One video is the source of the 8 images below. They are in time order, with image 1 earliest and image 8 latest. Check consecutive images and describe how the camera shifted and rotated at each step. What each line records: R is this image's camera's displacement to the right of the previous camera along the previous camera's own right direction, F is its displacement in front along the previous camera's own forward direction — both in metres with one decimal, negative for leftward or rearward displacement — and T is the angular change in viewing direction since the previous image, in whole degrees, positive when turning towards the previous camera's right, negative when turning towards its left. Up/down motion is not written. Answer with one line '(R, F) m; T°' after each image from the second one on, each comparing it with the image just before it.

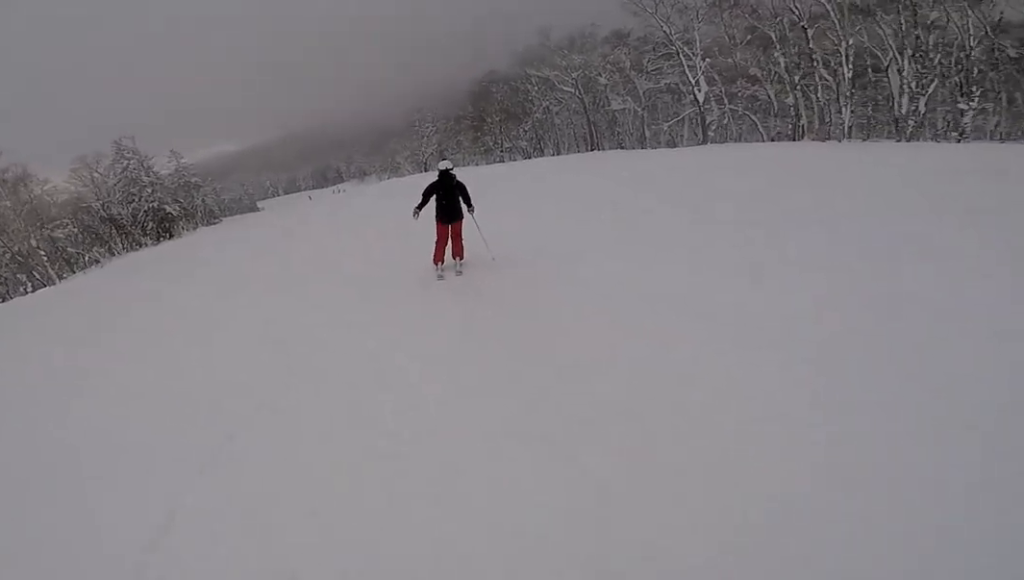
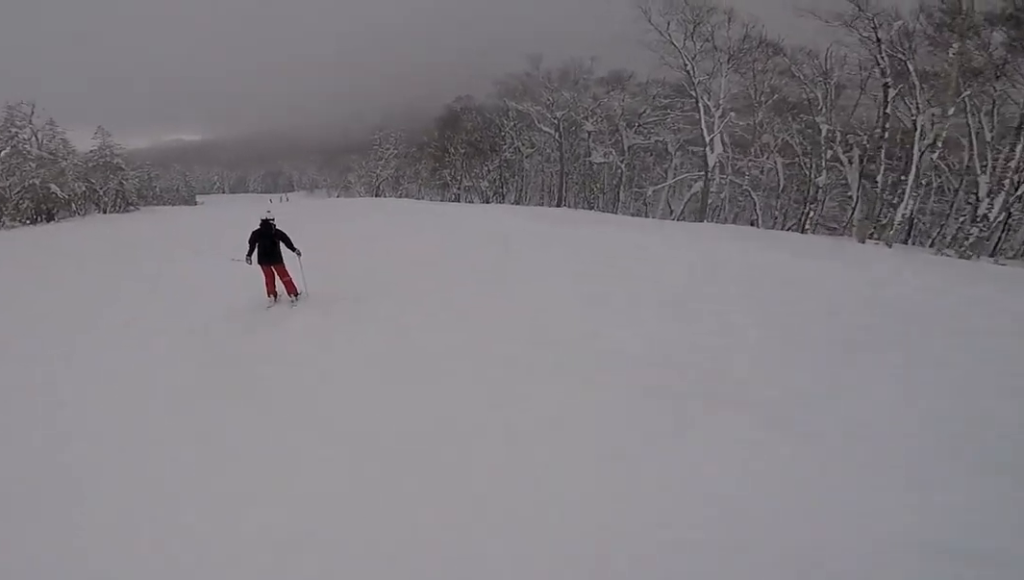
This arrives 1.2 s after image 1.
(+2.4, +10.7) m; +8°
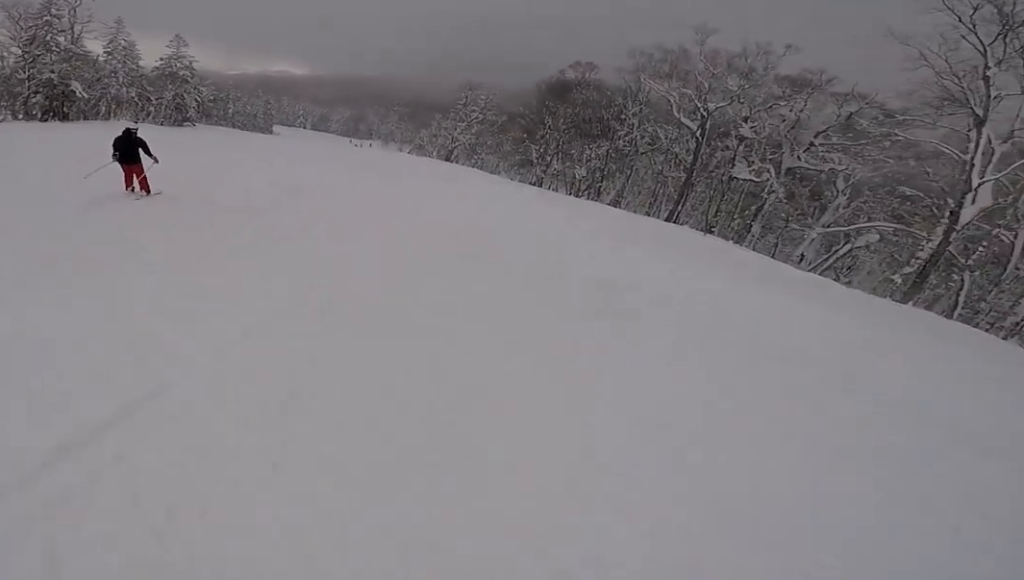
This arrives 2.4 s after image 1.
(-0.7, +12.2) m; -12°
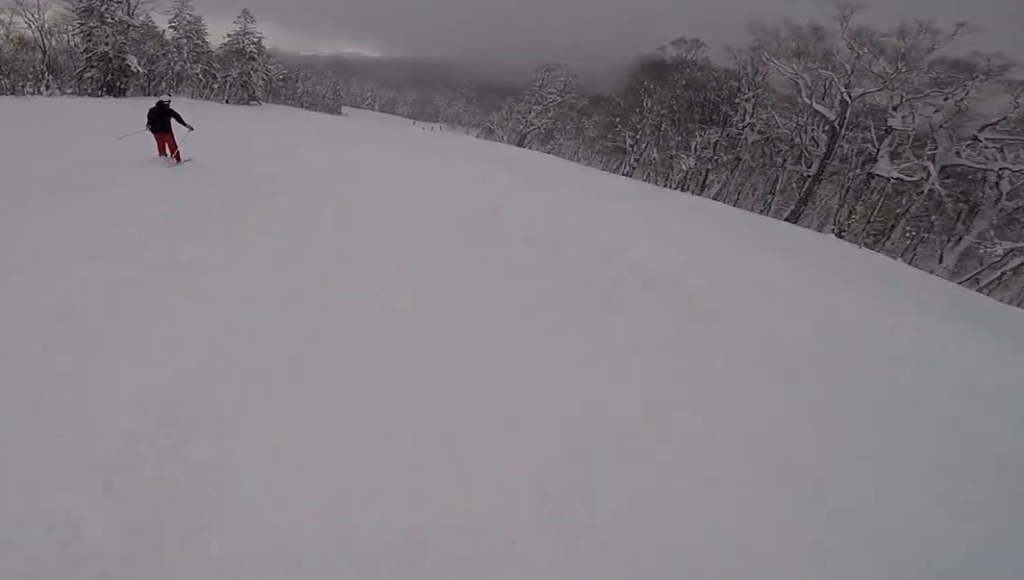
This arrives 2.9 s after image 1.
(-0.1, +5.2) m; -8°
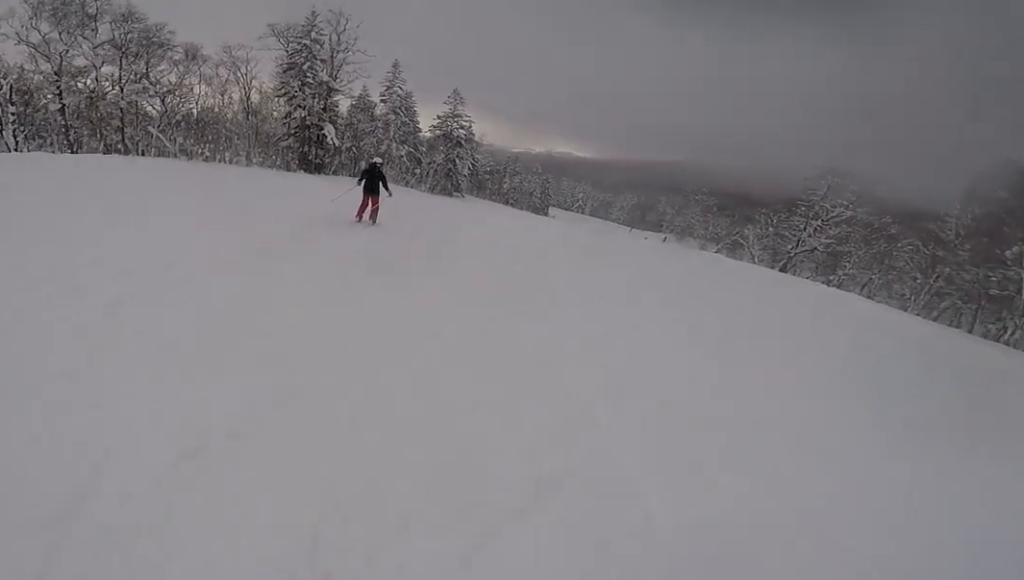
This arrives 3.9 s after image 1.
(-2.2, +10.6) m; -18°
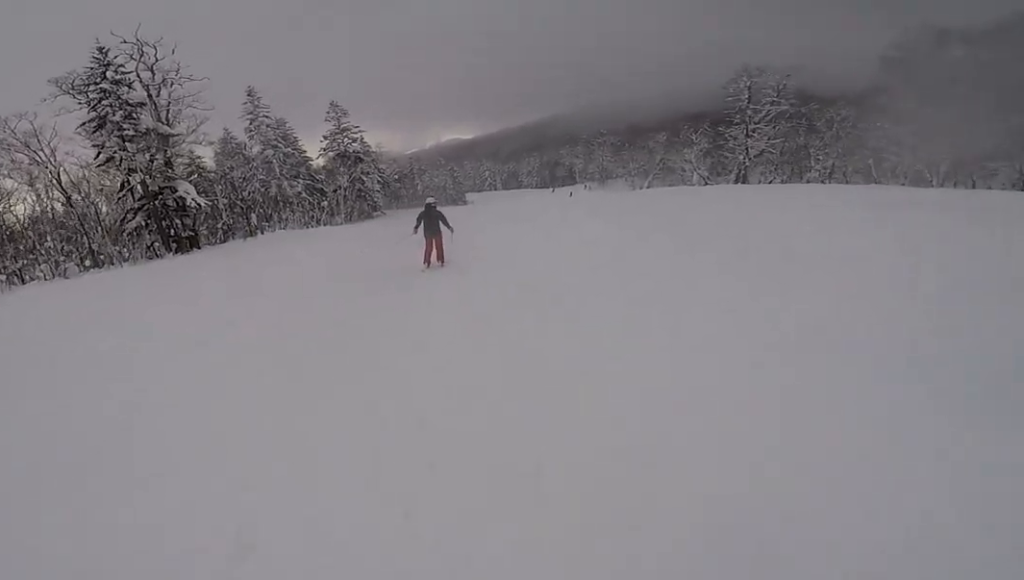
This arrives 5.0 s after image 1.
(-1.2, +11.4) m; -3°
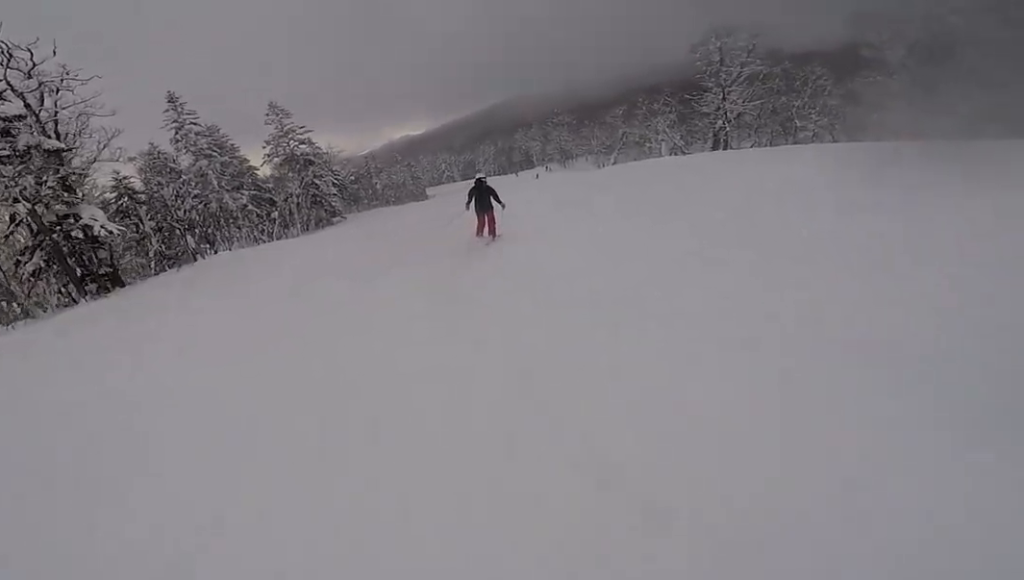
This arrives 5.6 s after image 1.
(-0.8, +6.2) m; +7°
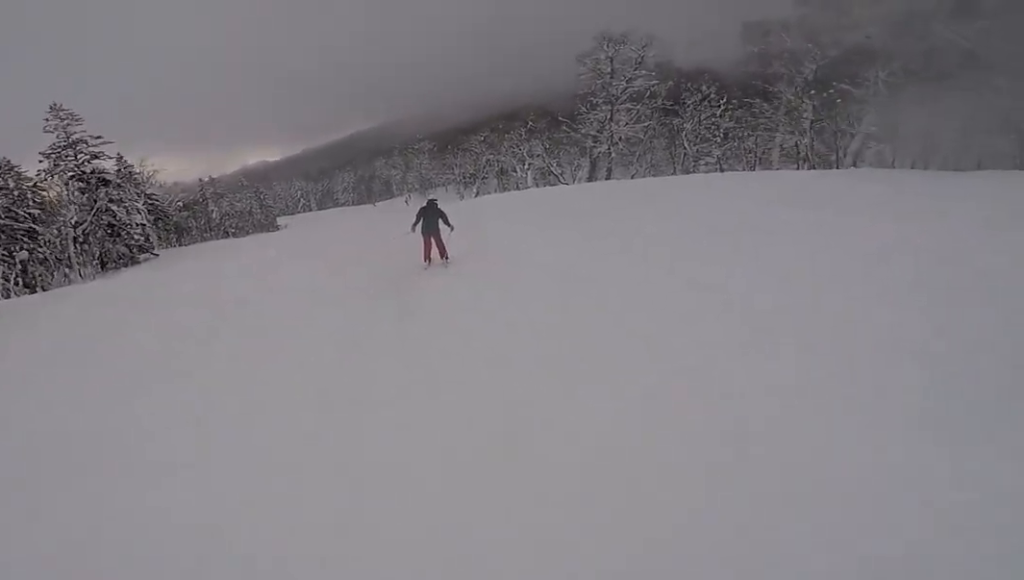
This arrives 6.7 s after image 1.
(+3.3, +12.7) m; +24°
